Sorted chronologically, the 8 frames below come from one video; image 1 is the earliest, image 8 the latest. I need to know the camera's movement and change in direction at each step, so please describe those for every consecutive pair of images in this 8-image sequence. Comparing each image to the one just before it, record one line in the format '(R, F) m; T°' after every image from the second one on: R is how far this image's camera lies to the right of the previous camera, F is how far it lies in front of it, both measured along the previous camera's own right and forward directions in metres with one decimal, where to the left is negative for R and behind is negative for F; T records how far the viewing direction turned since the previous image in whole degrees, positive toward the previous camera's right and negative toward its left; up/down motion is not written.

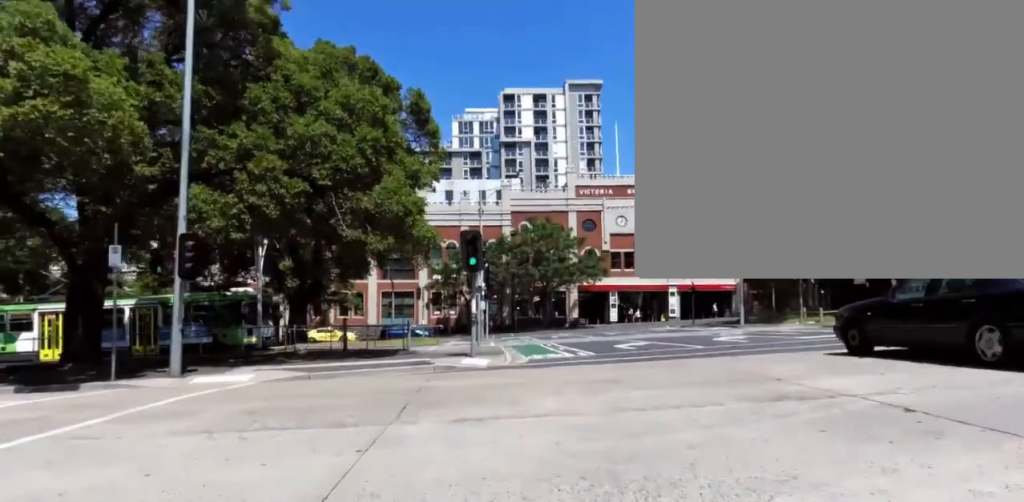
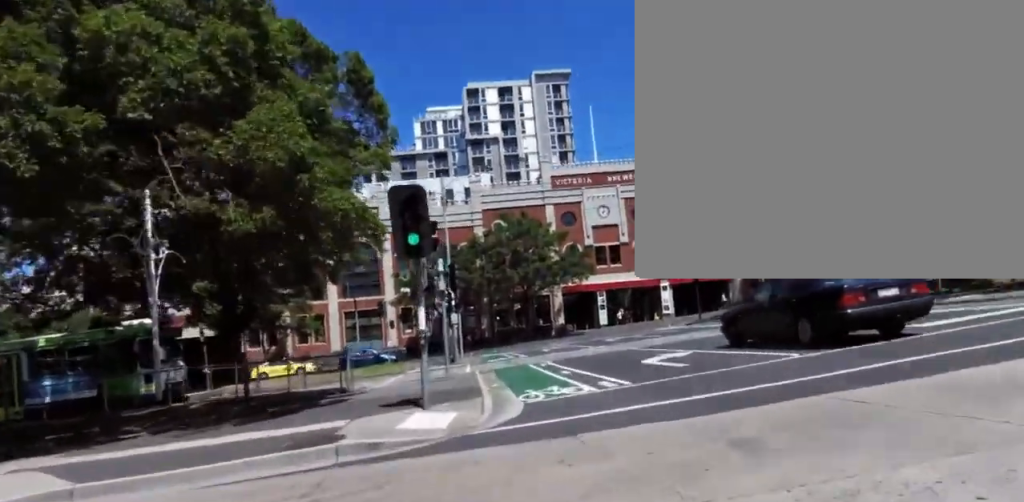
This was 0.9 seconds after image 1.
(-0.7, +5.8) m; +2°
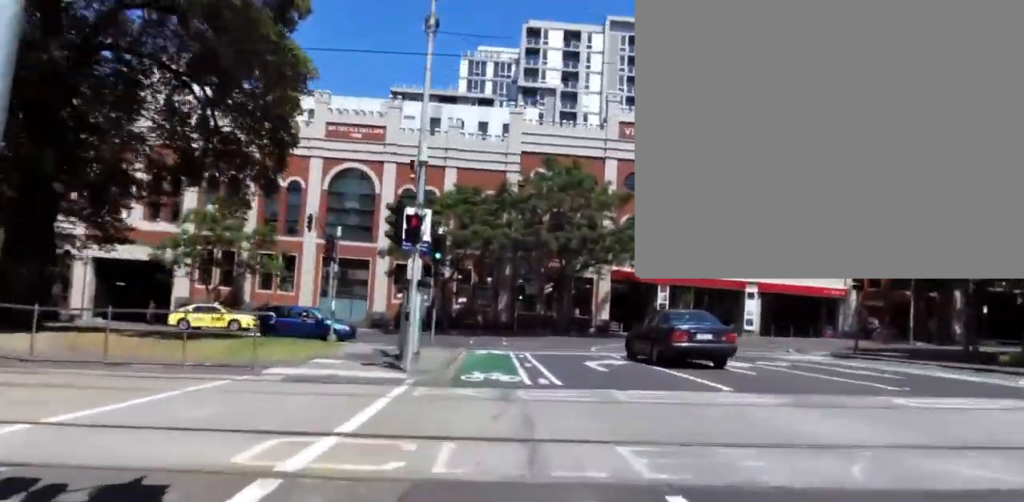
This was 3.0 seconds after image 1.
(+2.4, +14.5) m; +6°
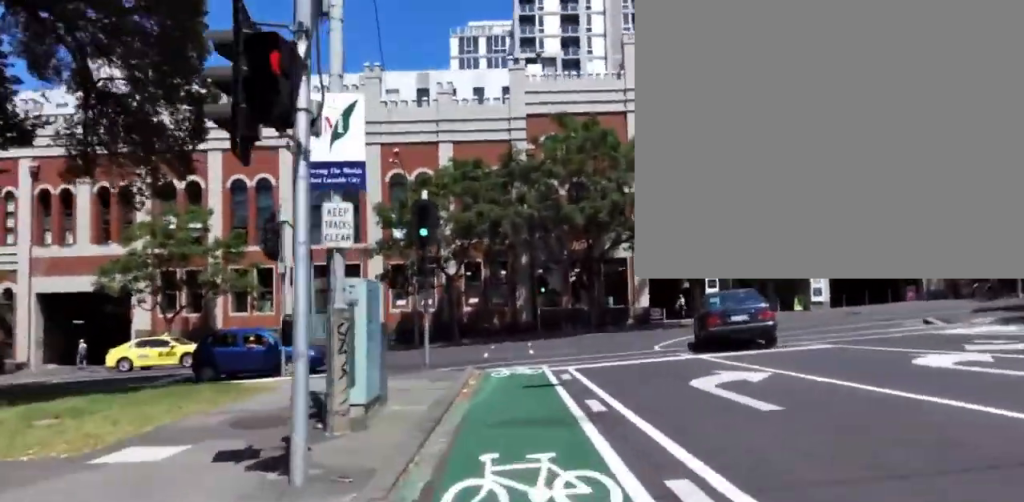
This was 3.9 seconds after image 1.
(-0.3, +7.4) m; -9°
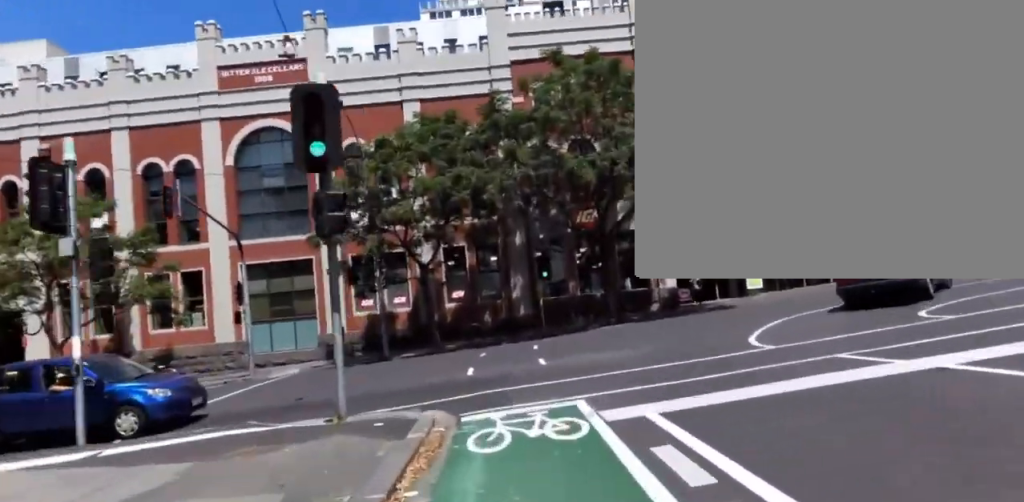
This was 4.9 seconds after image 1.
(-0.9, +8.0) m; 0°
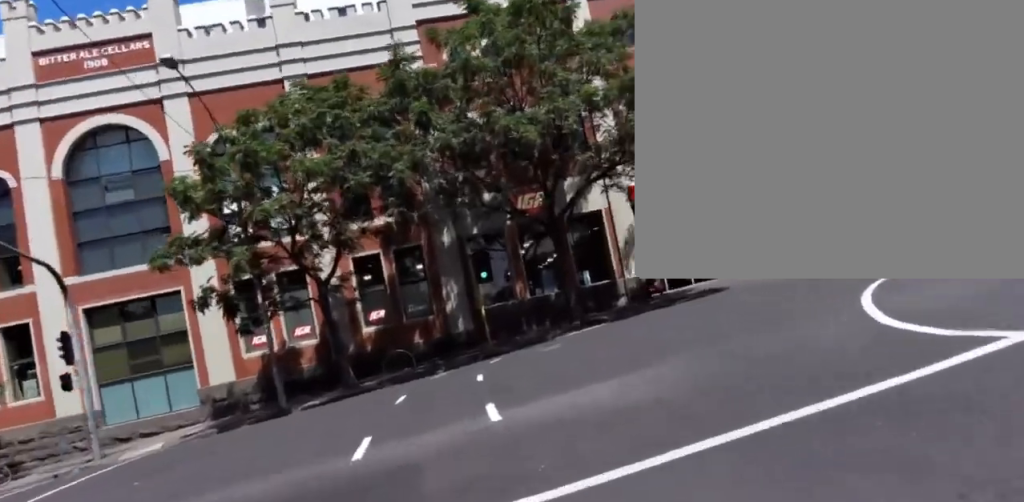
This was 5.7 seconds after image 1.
(+0.6, +6.0) m; +7°
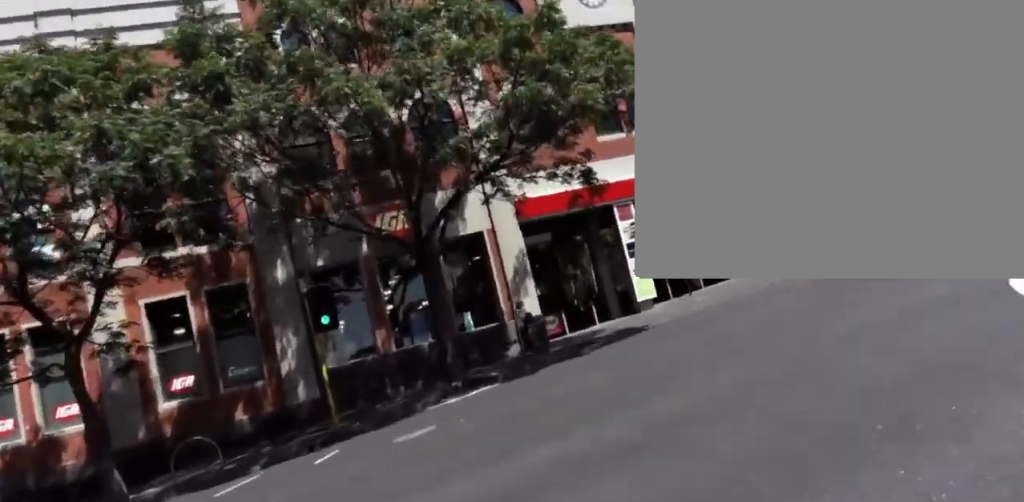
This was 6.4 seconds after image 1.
(+0.3, +4.8) m; +12°
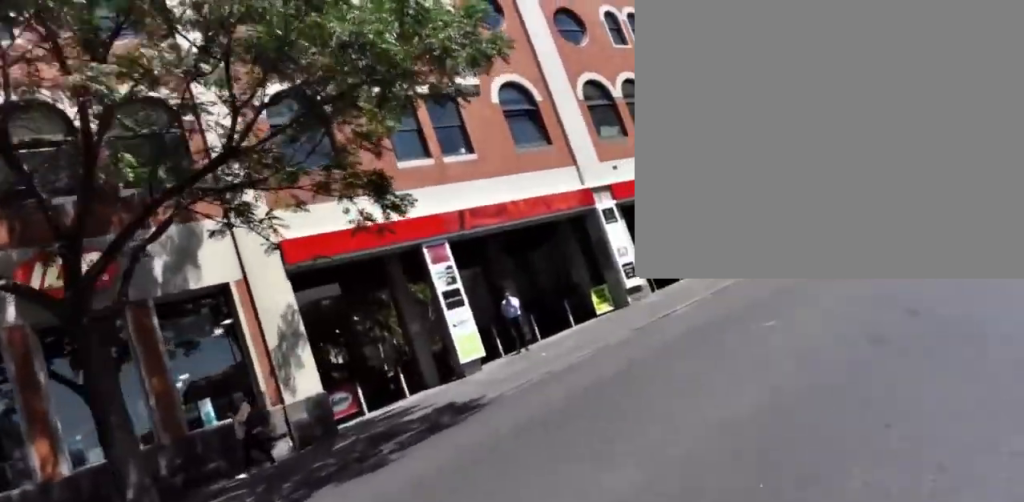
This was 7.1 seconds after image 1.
(+0.4, +4.9) m; +19°
